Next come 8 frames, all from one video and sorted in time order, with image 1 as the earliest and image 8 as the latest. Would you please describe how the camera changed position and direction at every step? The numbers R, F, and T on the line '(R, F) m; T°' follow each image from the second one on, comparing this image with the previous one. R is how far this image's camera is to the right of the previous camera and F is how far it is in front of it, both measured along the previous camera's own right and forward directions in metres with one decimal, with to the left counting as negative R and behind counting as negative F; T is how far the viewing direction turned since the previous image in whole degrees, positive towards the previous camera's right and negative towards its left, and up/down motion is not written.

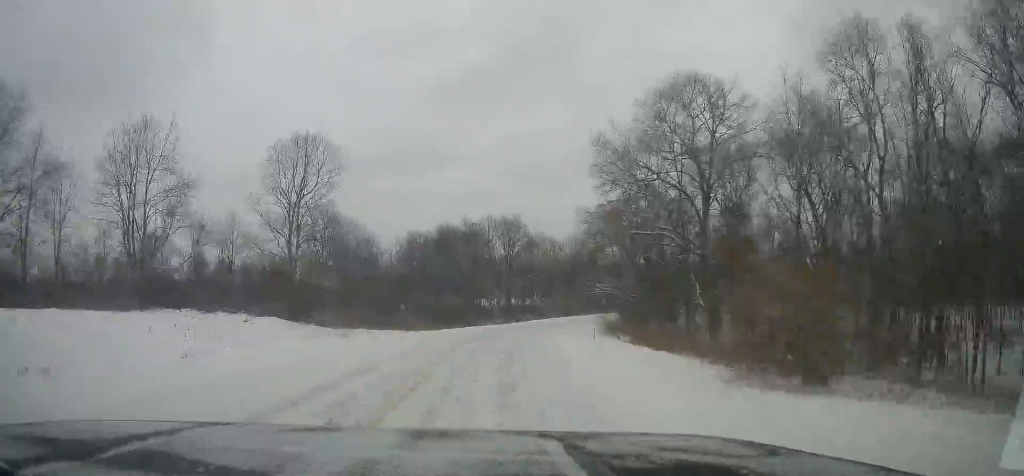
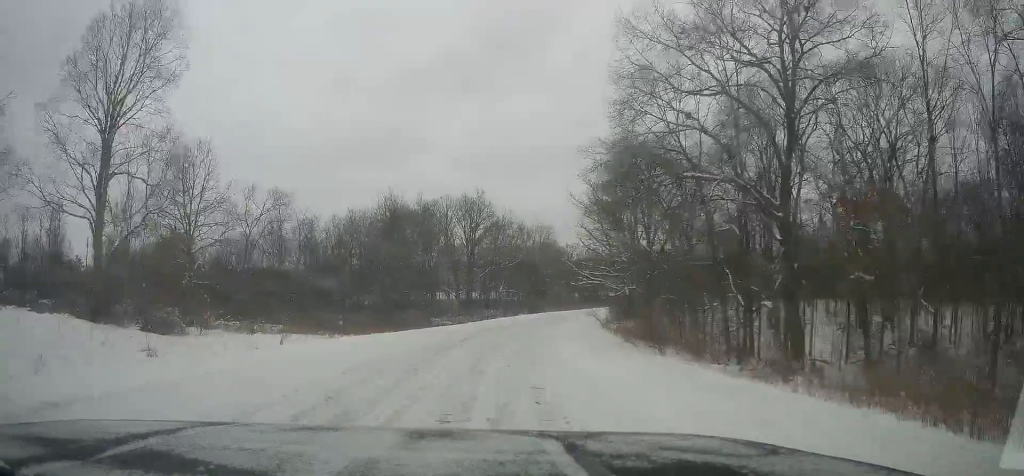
(0.0, +18.6) m; +2°
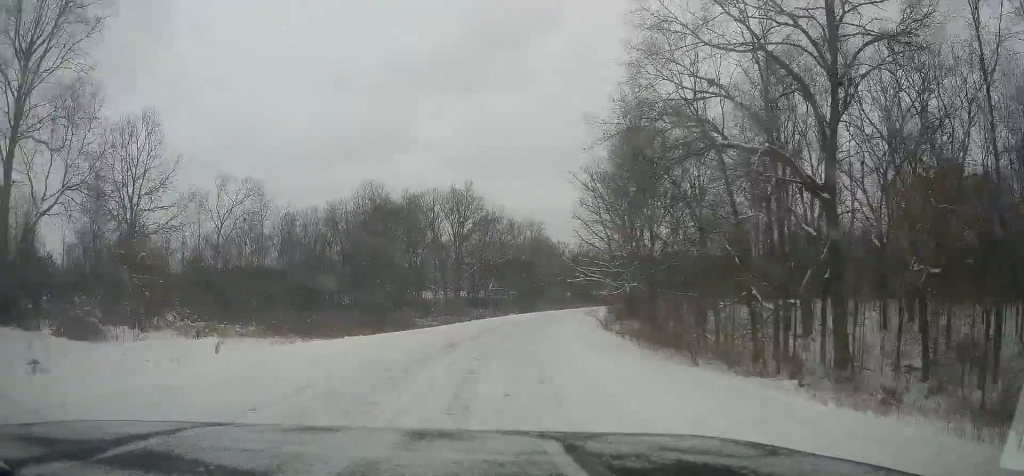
(+0.1, +5.1) m; +1°
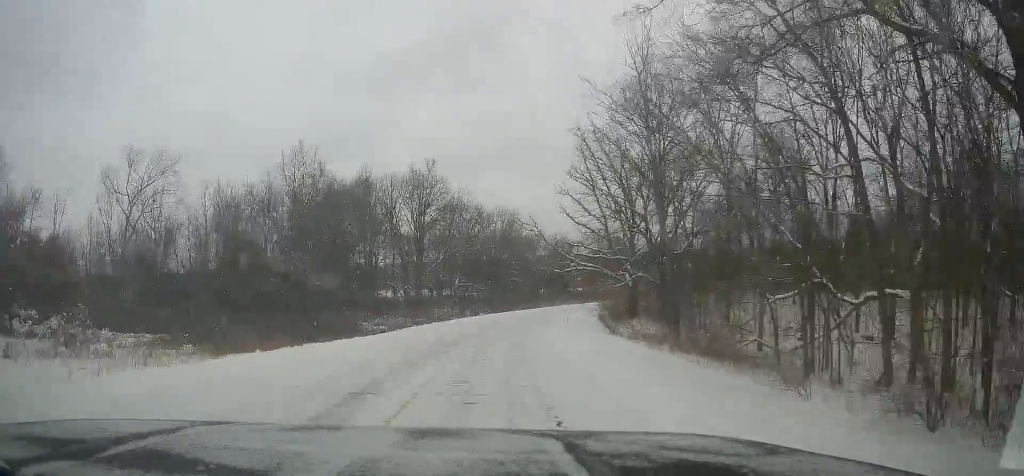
(+0.4, +13.0) m; +1°
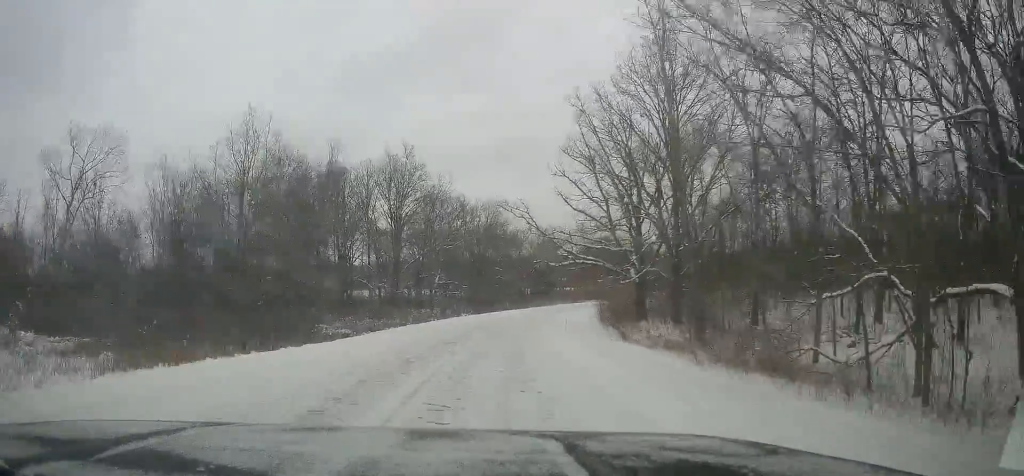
(0.0, +7.0) m; 0°
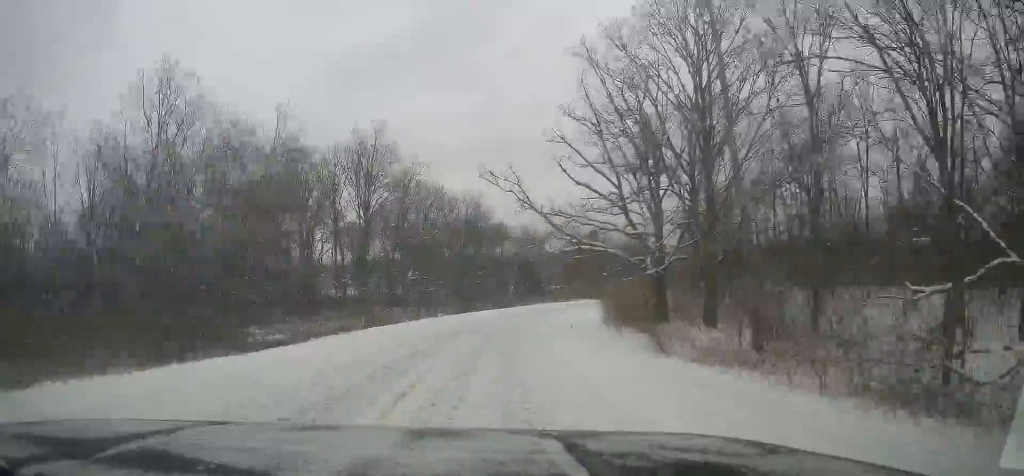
(-0.3, +9.0) m; +3°
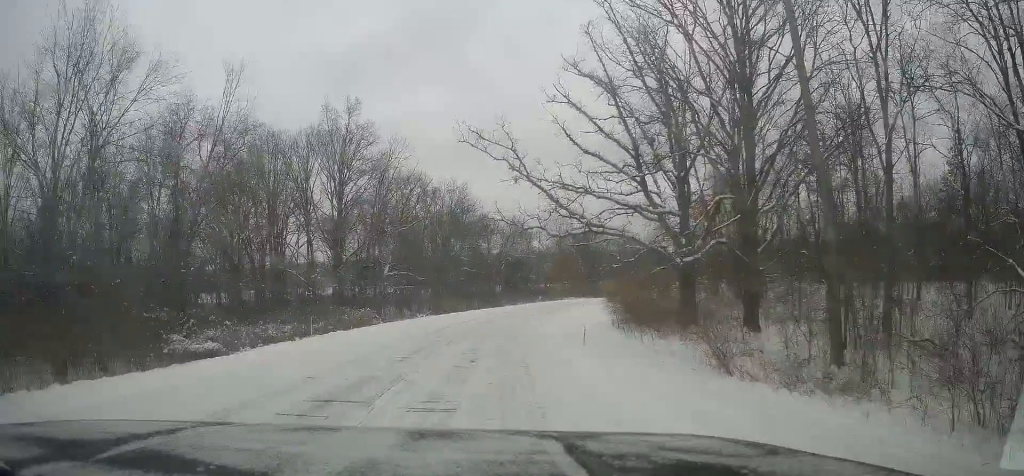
(+0.5, +6.5) m; +3°
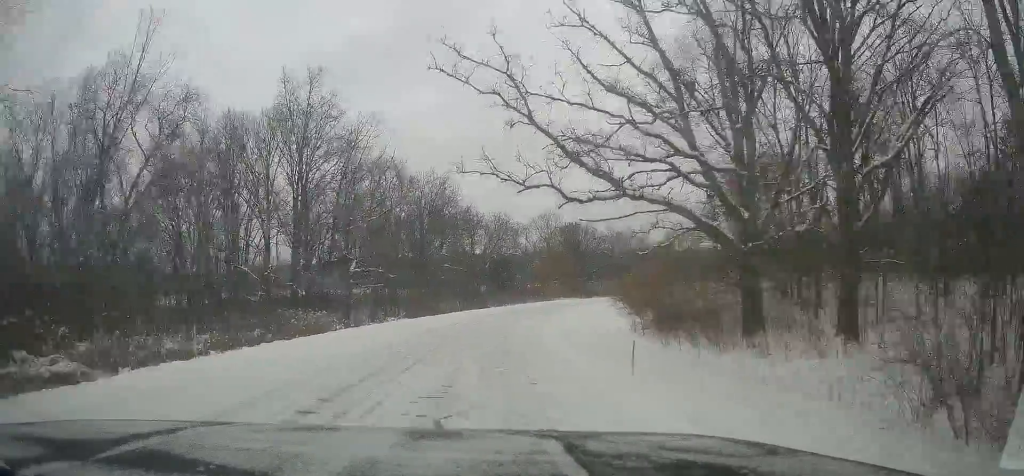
(+0.3, +8.0) m; +3°
